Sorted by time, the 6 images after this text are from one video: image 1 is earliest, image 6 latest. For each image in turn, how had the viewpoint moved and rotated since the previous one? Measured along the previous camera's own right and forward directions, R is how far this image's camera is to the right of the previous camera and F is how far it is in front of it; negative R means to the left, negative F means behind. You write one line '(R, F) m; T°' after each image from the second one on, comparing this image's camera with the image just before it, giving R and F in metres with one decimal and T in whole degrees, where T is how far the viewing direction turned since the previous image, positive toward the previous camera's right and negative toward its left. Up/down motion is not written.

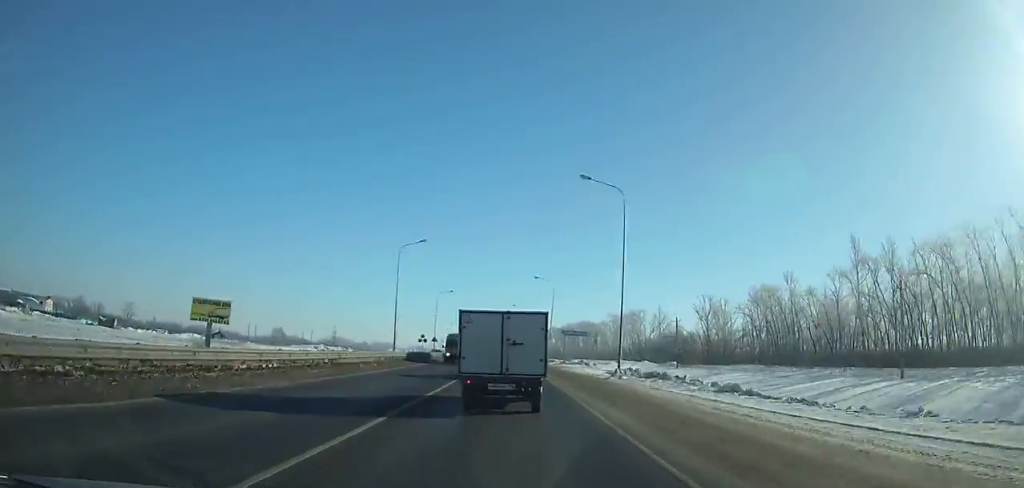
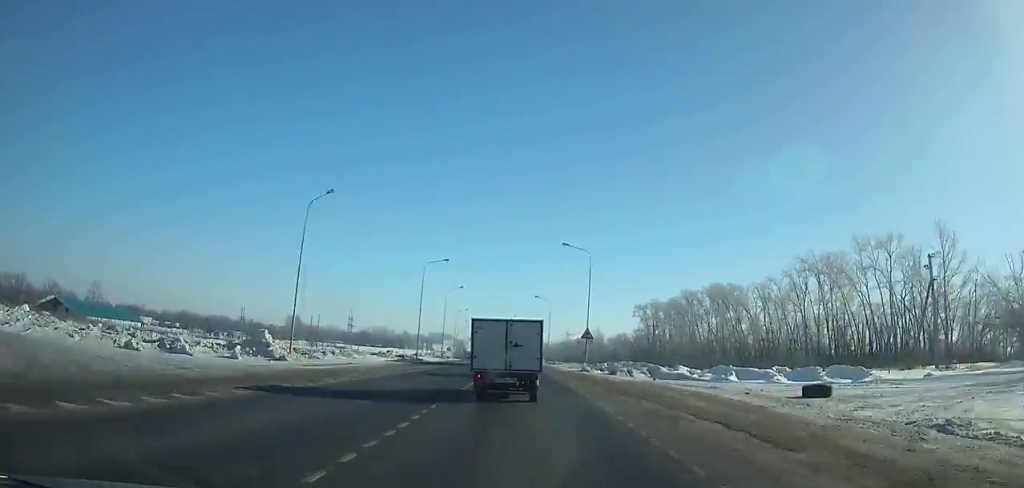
(-6.0, +116.8) m; -6°
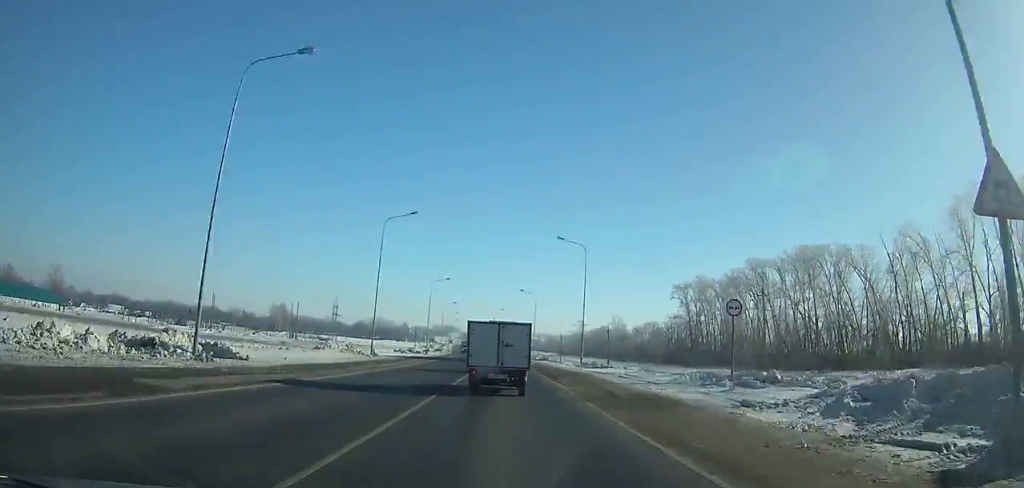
(-0.7, +45.4) m; -2°
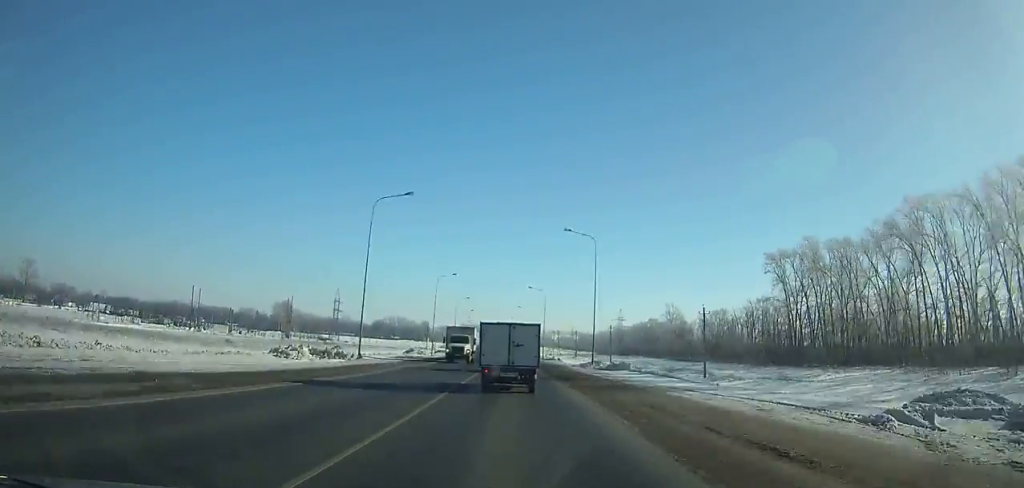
(-0.9, +46.8) m; -2°
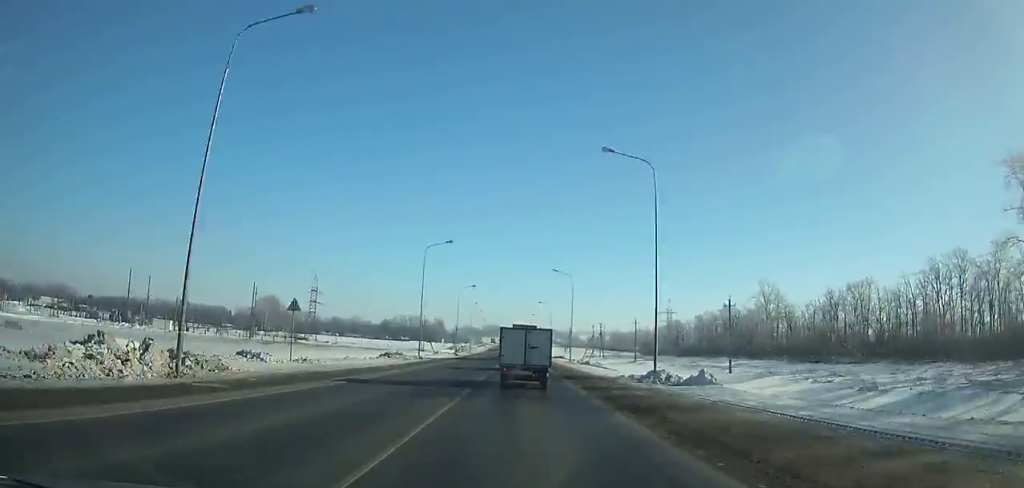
(-1.2, +63.2) m; -1°
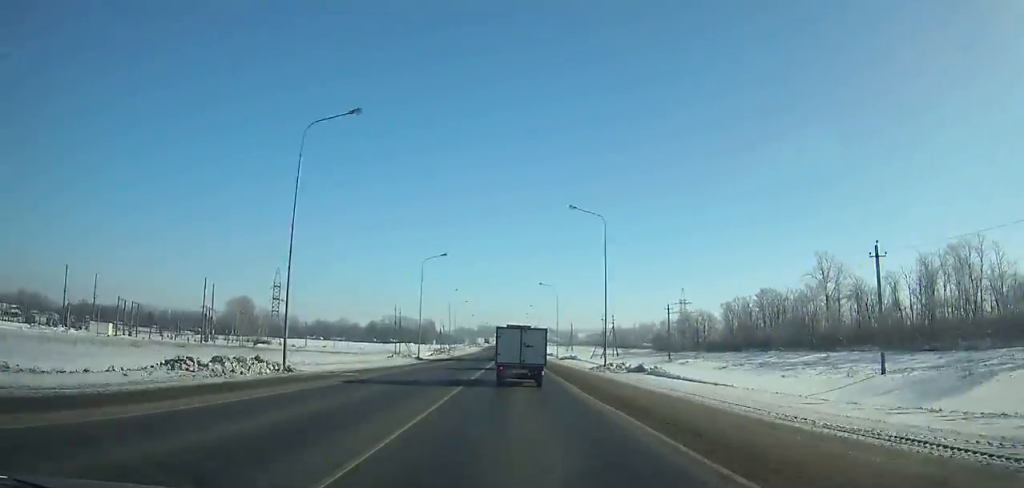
(-0.1, +31.8) m; 0°
